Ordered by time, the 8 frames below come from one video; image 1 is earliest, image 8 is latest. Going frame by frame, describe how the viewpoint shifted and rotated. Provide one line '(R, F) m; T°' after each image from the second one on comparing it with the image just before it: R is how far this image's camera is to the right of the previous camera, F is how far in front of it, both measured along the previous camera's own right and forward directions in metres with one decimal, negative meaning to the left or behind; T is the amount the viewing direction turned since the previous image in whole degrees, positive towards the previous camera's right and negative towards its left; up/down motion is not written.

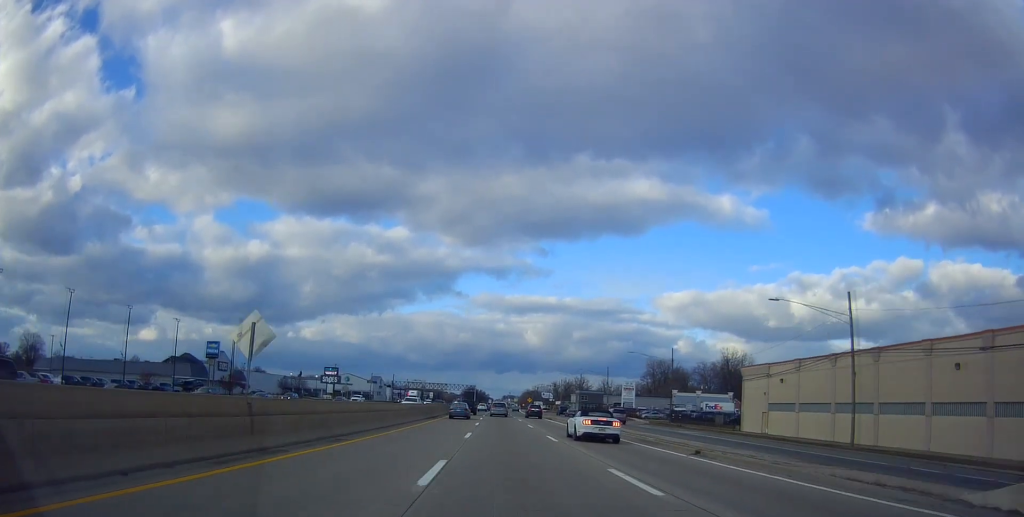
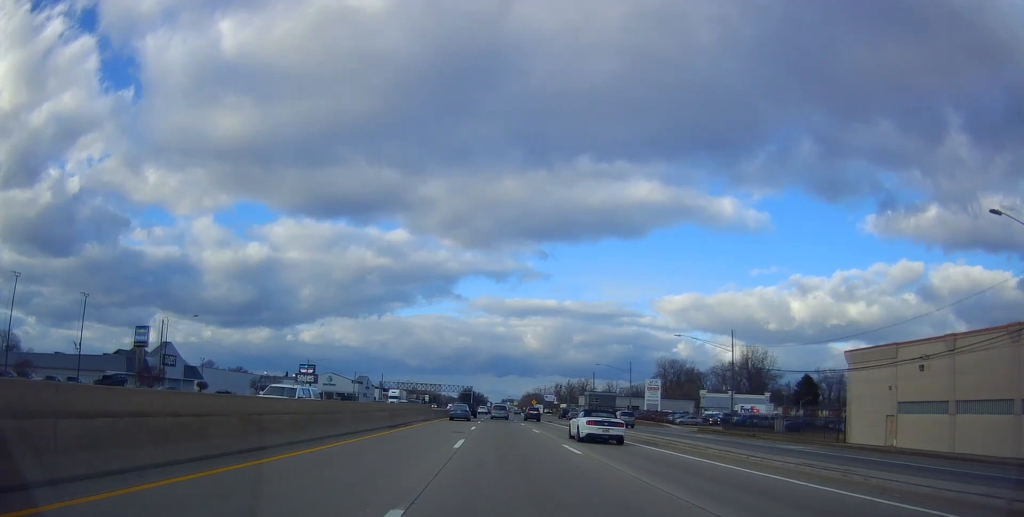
(+0.1, +21.7) m; -1°
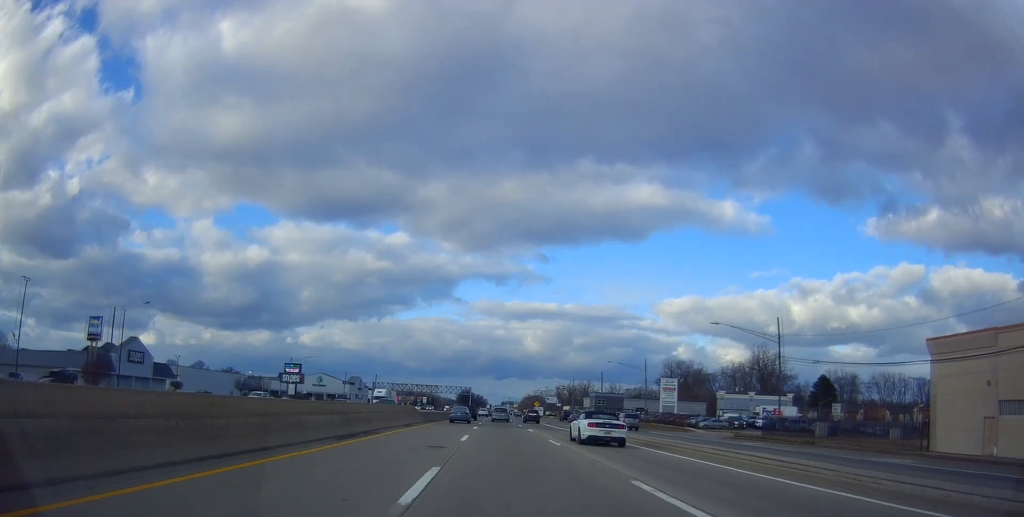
(-0.4, +10.7) m; 0°
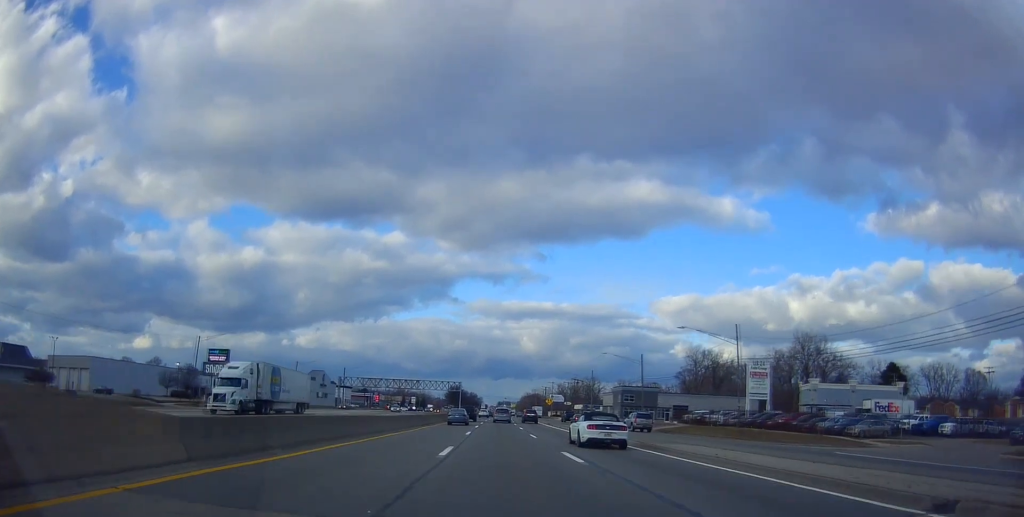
(+0.3, +37.5) m; 0°
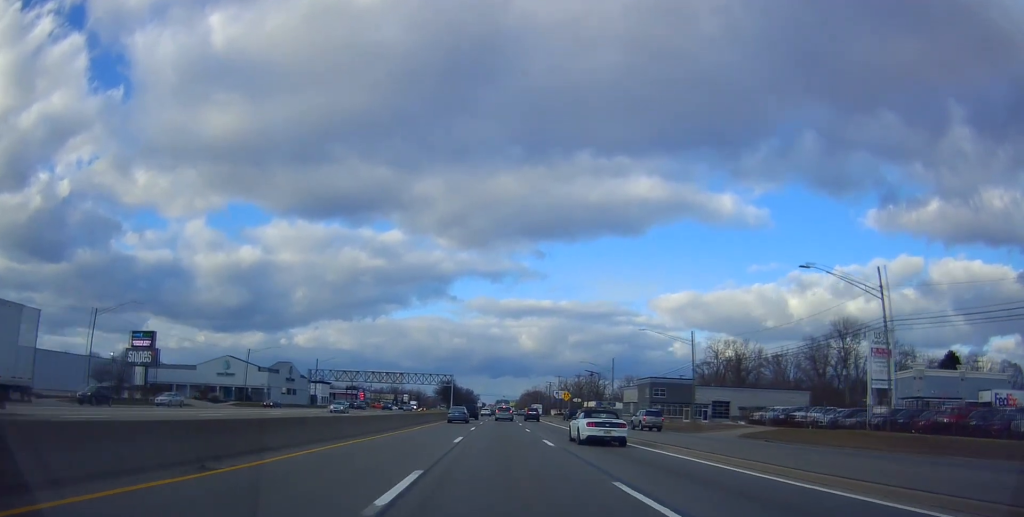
(-0.2, +24.3) m; +1°
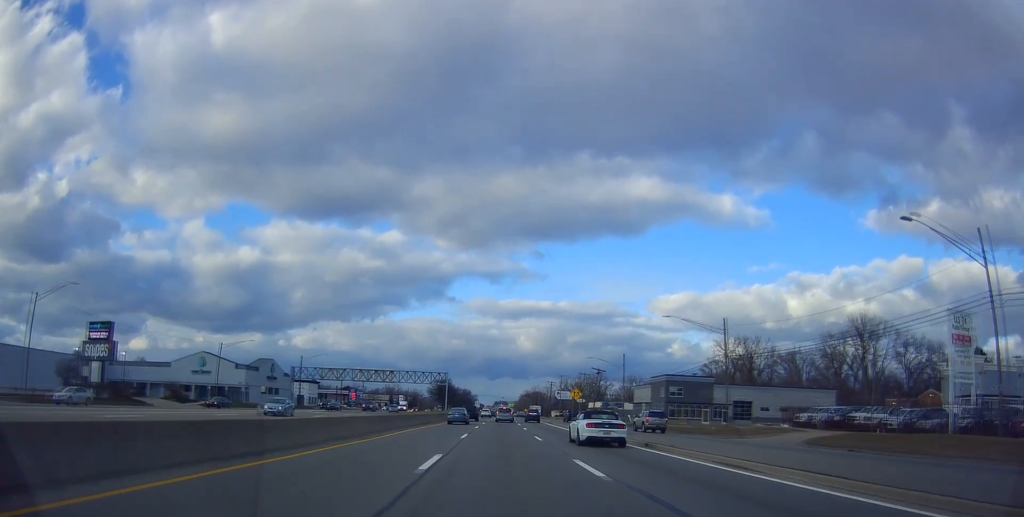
(+0.2, +10.3) m; +1°
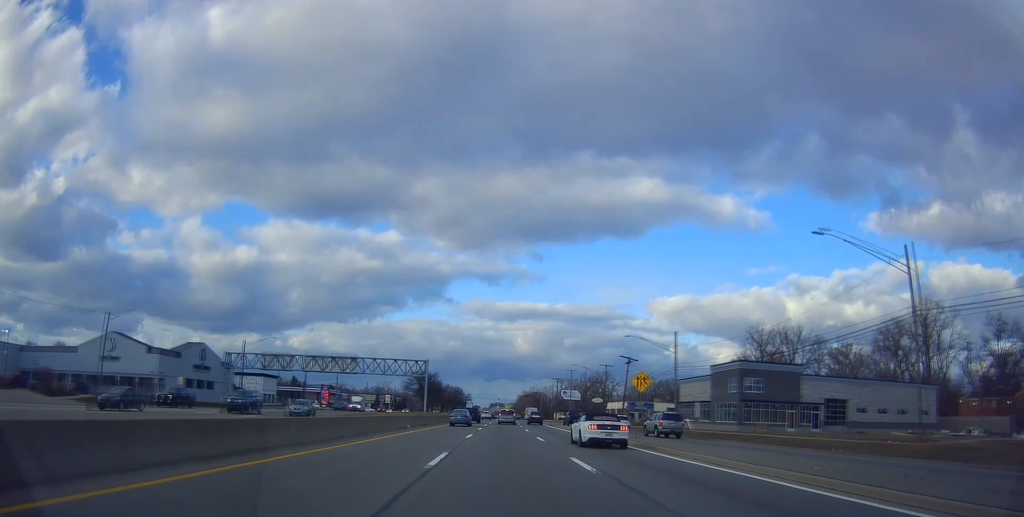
(+0.1, +29.0) m; 0°
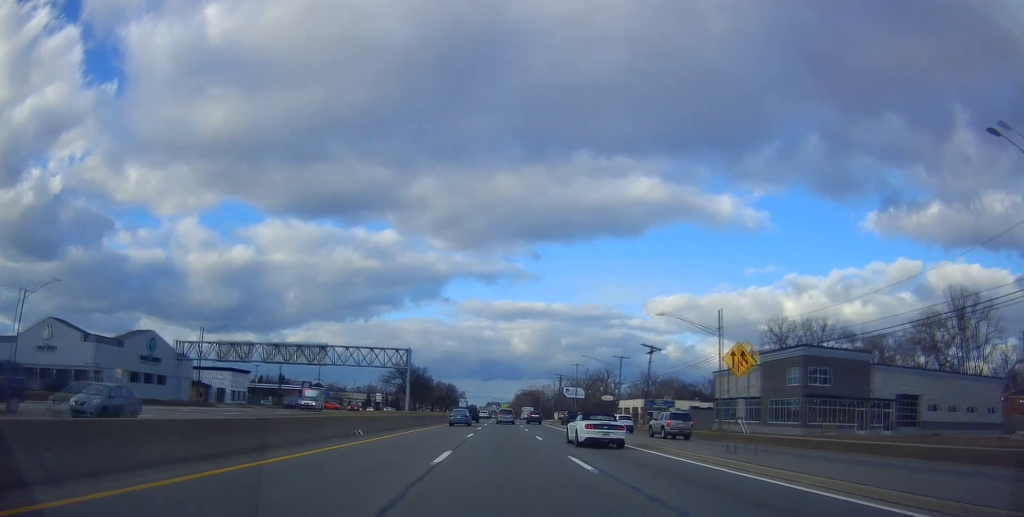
(0.0, +14.4) m; 0°
